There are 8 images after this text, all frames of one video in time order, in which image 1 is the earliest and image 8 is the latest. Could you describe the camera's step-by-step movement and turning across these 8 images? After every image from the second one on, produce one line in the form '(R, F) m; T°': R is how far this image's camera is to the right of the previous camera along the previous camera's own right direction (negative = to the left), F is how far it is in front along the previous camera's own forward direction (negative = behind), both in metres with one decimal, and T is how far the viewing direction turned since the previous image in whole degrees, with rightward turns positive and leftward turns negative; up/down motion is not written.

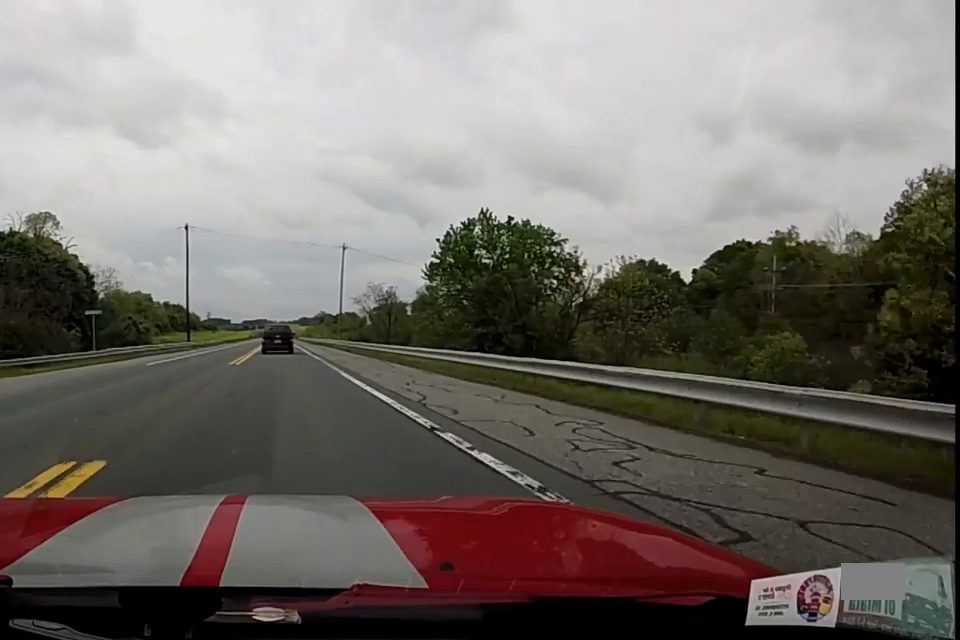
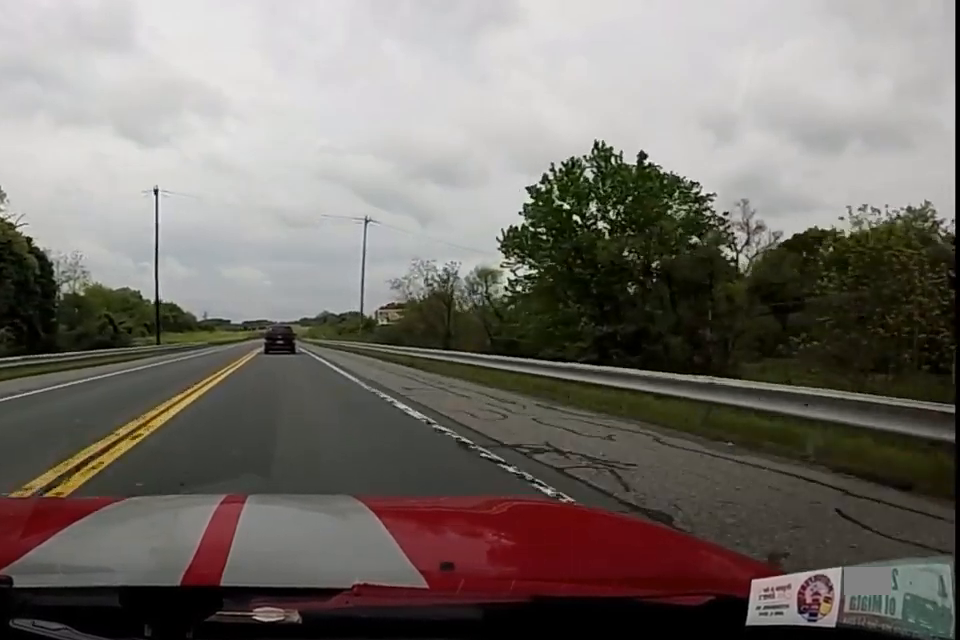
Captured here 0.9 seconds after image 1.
(-0.1, +22.0) m; 0°
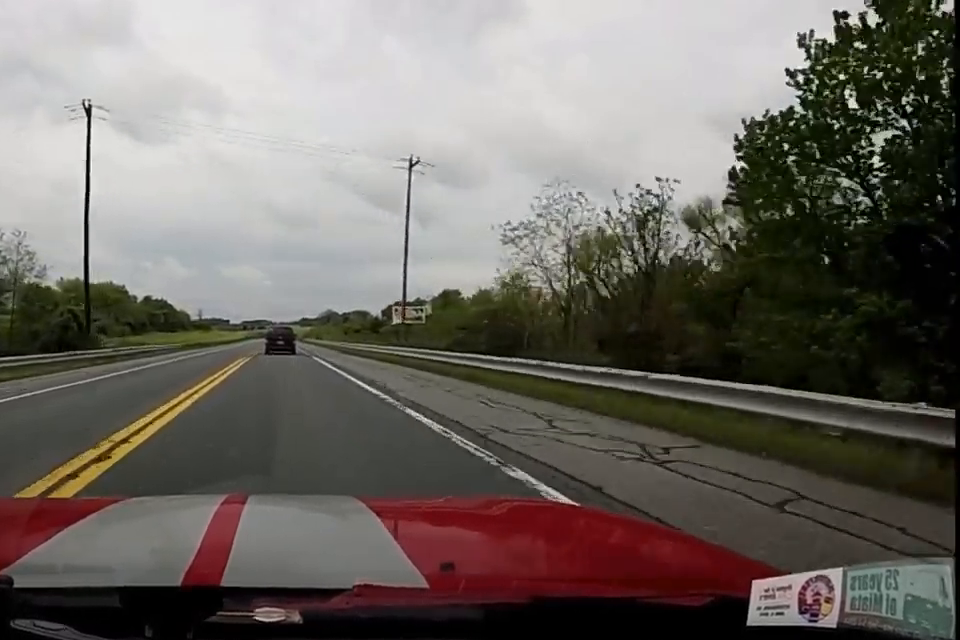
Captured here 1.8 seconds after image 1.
(0.0, +23.3) m; 0°
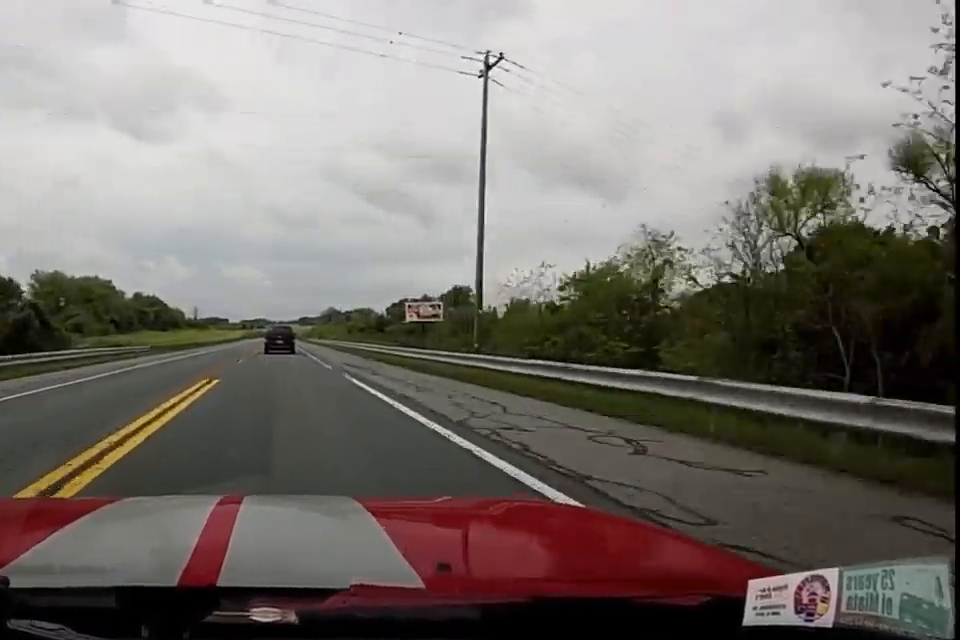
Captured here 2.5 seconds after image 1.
(0.0, +16.9) m; 0°
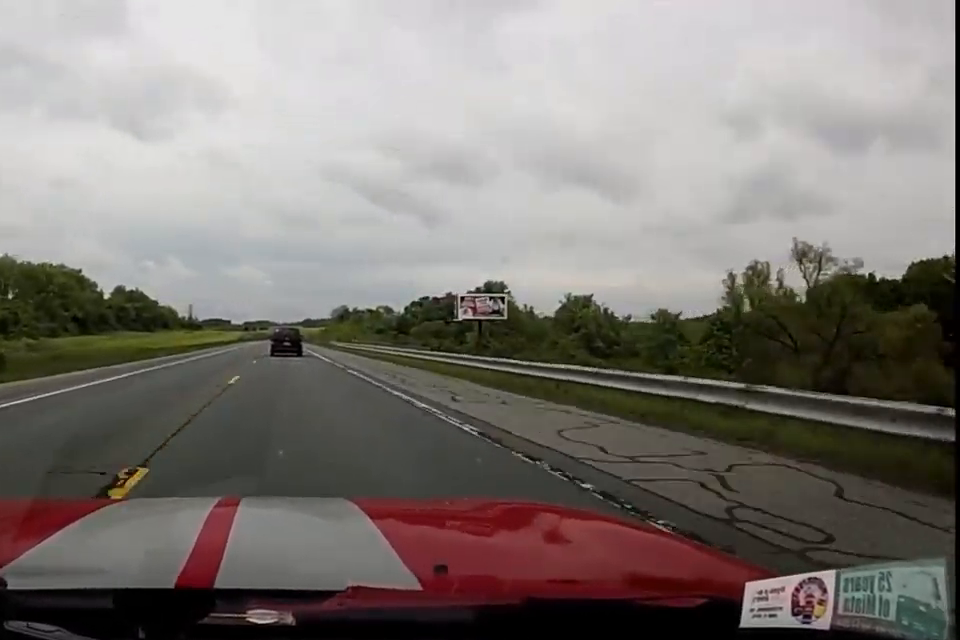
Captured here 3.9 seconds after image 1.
(0.0, +35.6) m; 0°
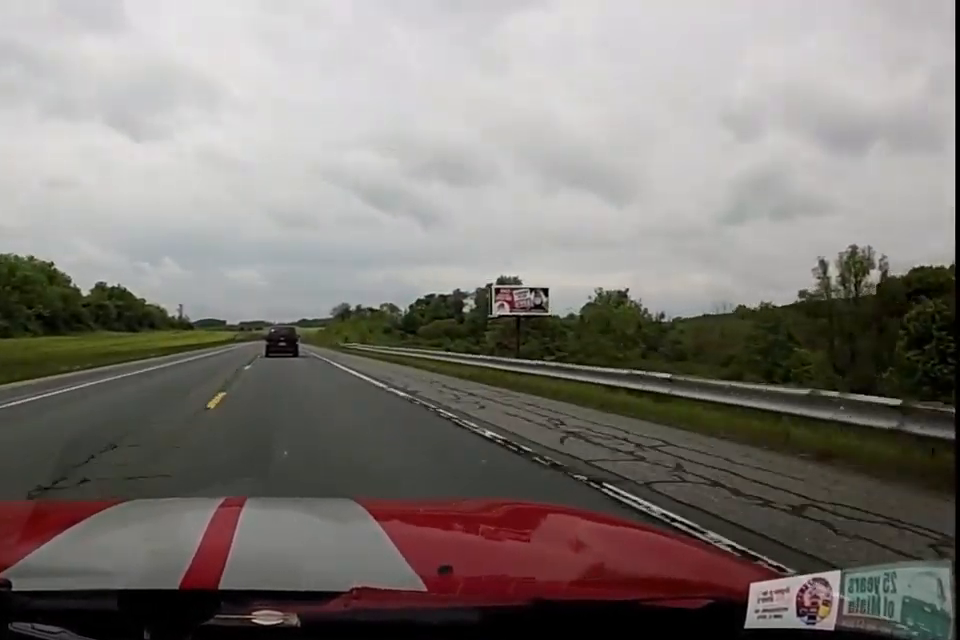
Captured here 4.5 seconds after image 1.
(0.0, +17.5) m; 0°
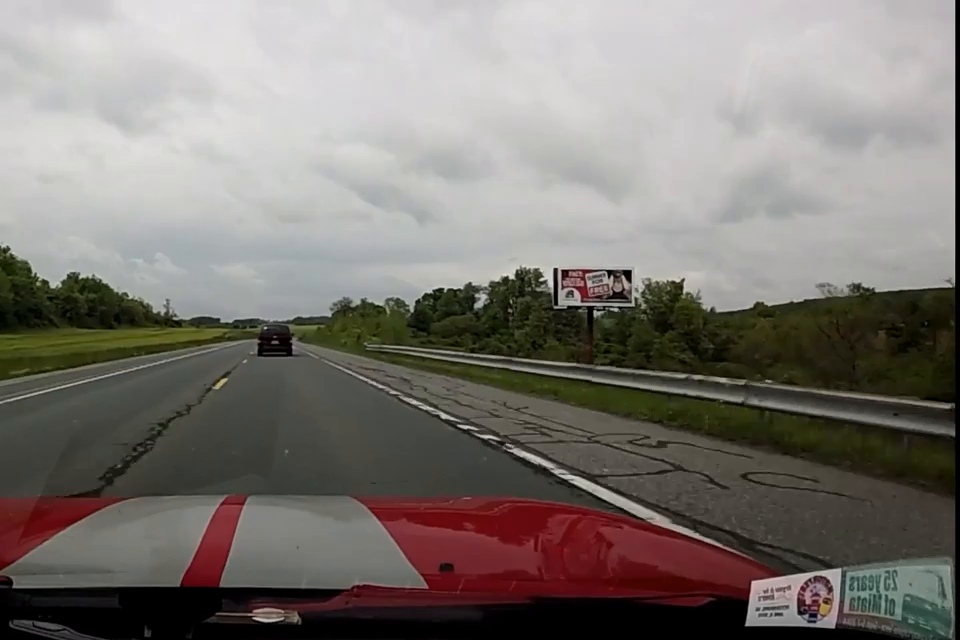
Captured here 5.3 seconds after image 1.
(-0.2, +21.1) m; 0°
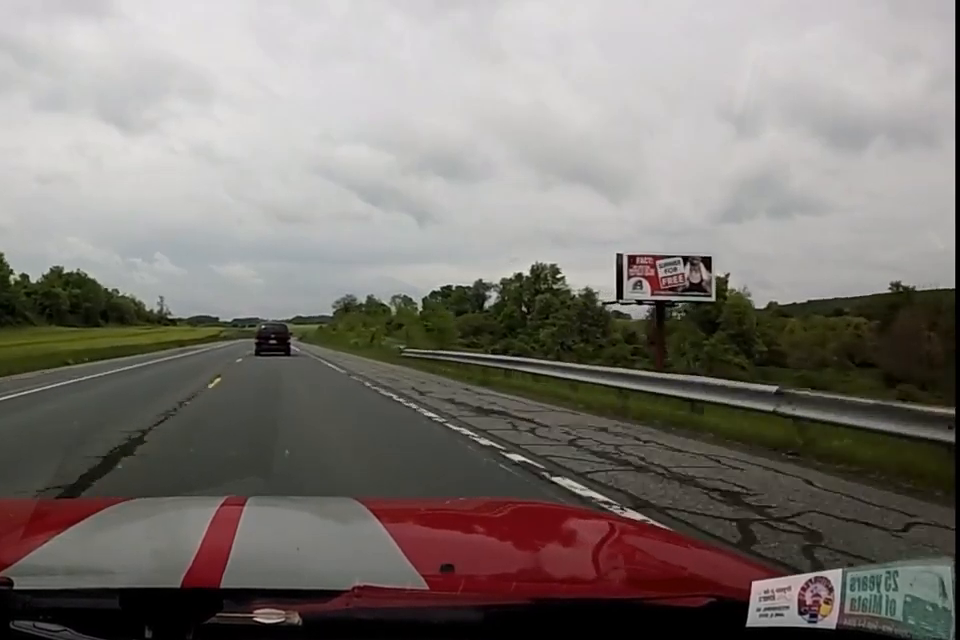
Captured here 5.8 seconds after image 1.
(+0.1, +12.1) m; 0°
